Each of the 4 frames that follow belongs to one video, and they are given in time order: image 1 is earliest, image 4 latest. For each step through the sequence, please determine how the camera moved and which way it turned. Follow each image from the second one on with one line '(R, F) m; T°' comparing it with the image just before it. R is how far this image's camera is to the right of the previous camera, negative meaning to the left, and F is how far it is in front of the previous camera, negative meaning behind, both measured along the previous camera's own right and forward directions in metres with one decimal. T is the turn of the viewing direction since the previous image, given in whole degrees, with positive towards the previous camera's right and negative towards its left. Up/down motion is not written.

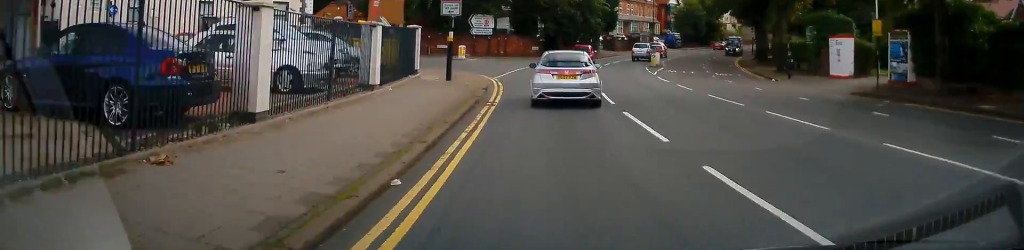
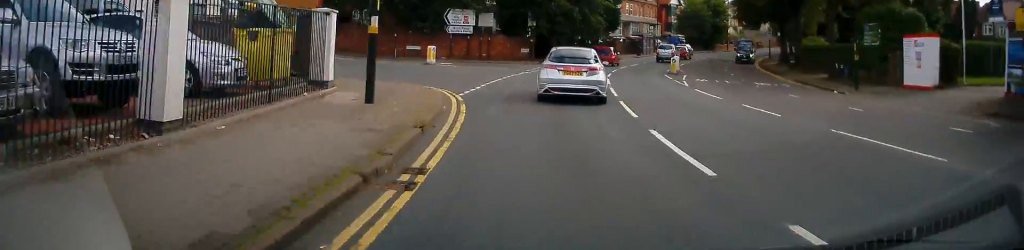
(+0.2, +9.4) m; +2°
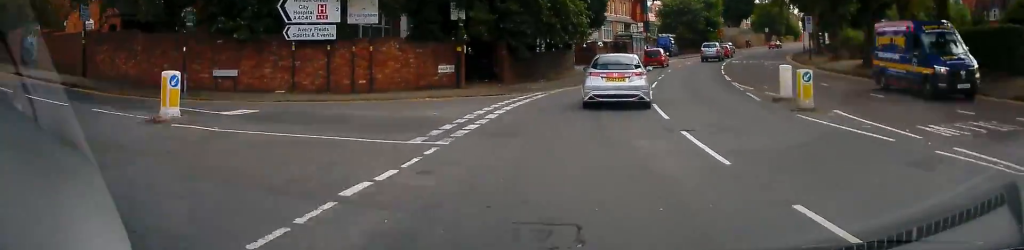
(+0.5, +22.7) m; +6°
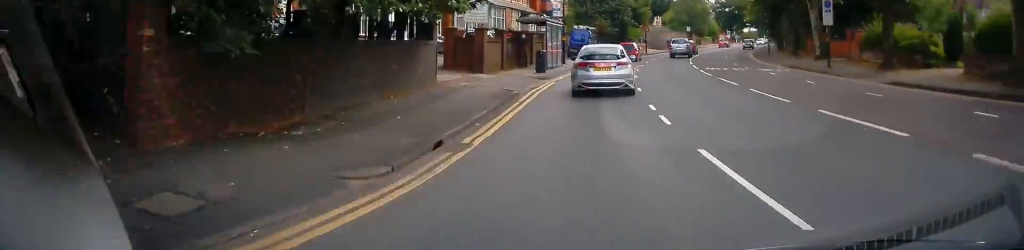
(+2.2, +20.7) m; +10°
